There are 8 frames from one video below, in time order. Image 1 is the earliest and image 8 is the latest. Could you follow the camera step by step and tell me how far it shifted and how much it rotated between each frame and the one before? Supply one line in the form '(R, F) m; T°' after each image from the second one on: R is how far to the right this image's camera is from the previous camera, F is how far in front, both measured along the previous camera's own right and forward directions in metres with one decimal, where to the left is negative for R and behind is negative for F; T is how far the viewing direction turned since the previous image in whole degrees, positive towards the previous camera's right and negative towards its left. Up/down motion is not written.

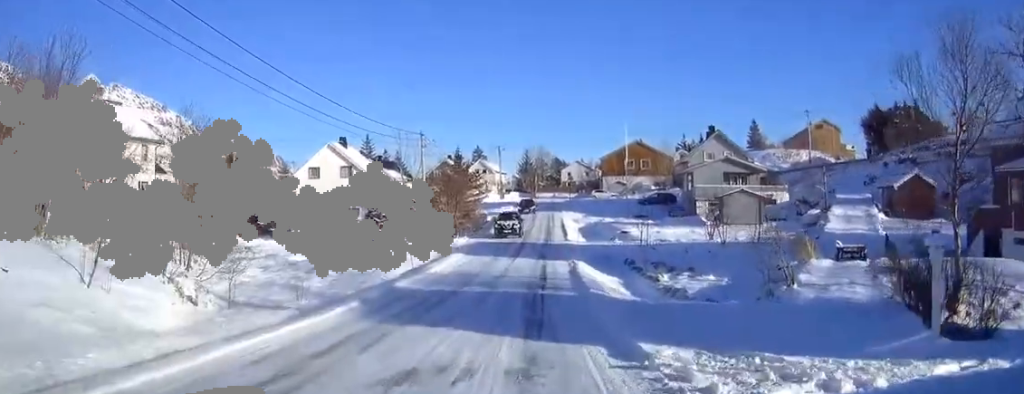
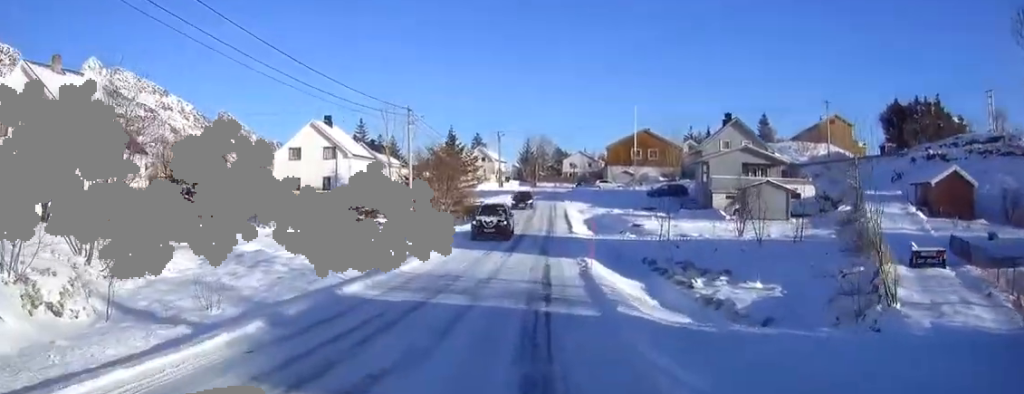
(0.0, +6.6) m; +1°
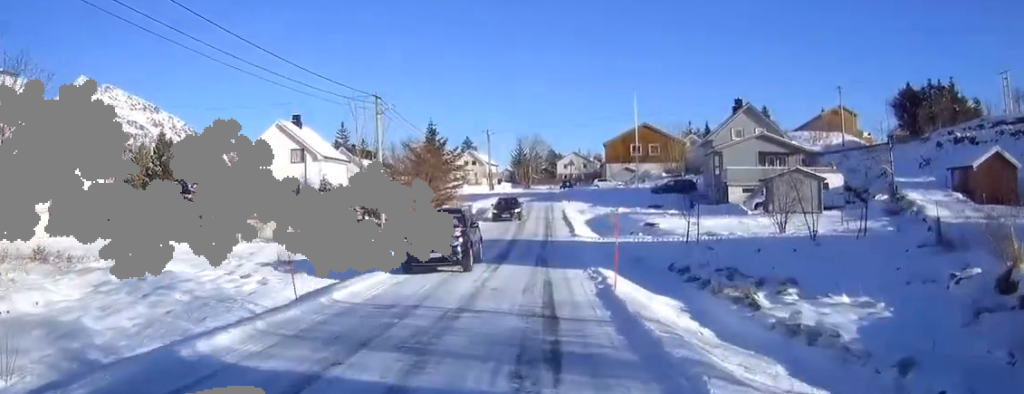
(0.0, +7.3) m; +1°
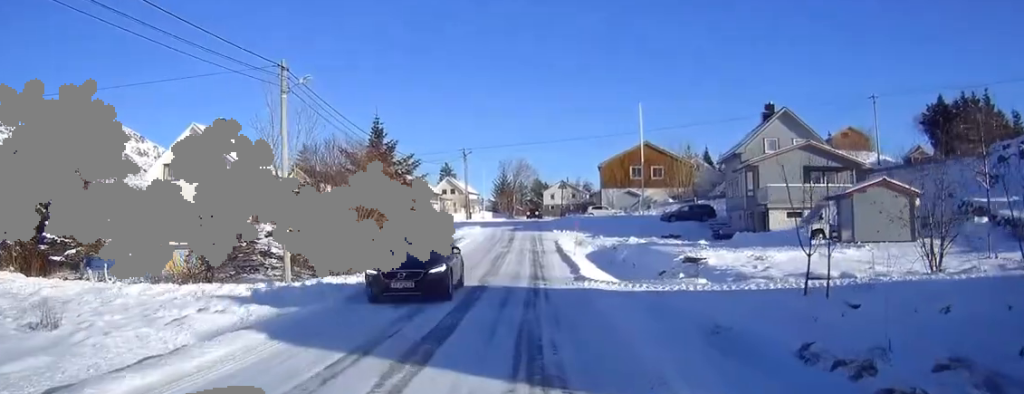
(+0.3, +13.5) m; +2°
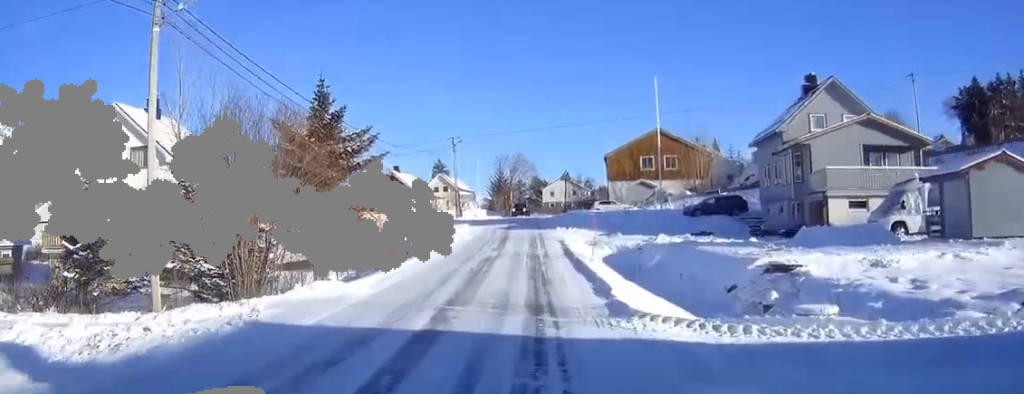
(+0.1, +9.6) m; 0°
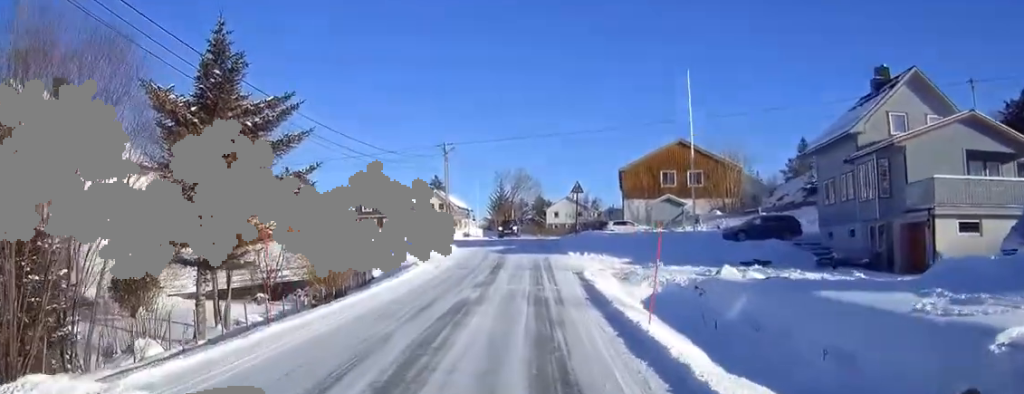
(-0.1, +10.1) m; -1°
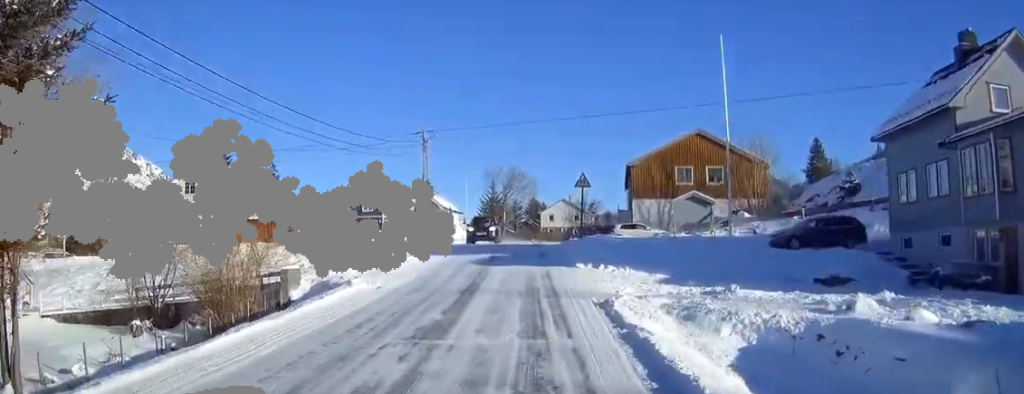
(-0.1, +9.3) m; 0°
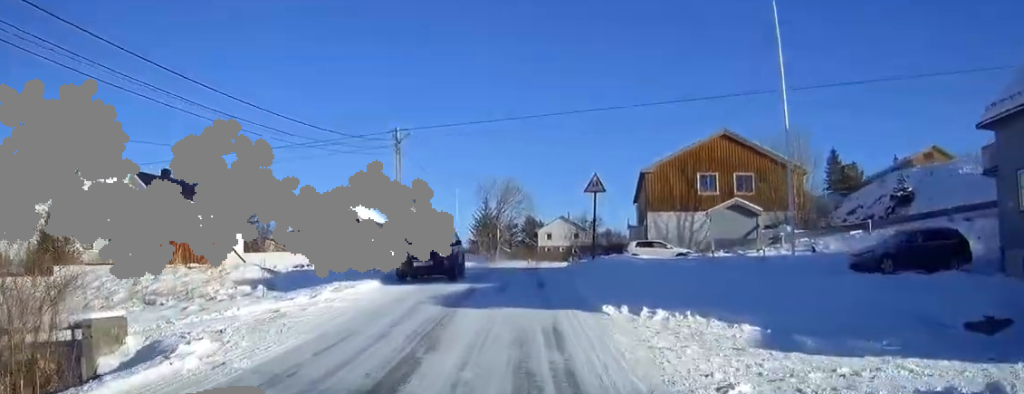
(+0.1, +9.2) m; 0°
